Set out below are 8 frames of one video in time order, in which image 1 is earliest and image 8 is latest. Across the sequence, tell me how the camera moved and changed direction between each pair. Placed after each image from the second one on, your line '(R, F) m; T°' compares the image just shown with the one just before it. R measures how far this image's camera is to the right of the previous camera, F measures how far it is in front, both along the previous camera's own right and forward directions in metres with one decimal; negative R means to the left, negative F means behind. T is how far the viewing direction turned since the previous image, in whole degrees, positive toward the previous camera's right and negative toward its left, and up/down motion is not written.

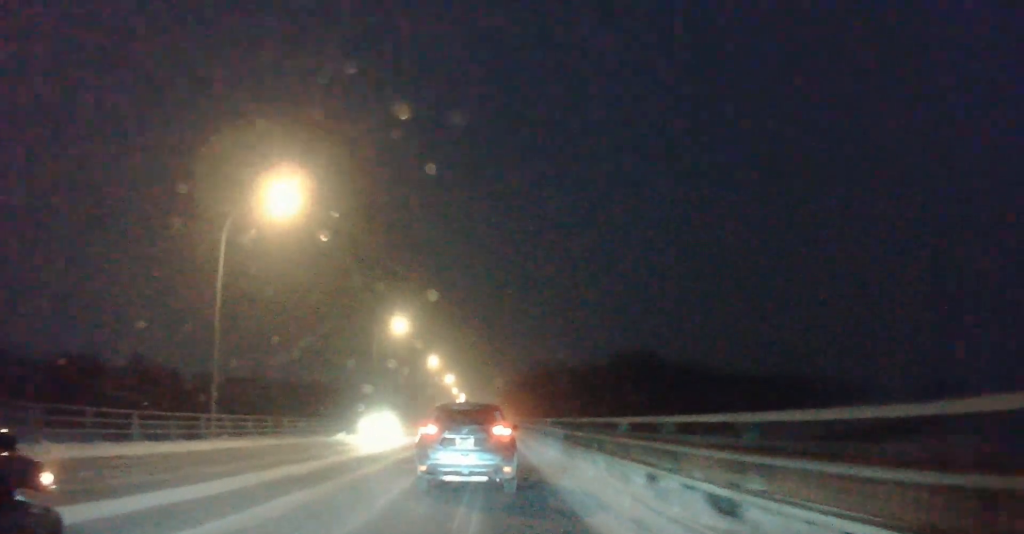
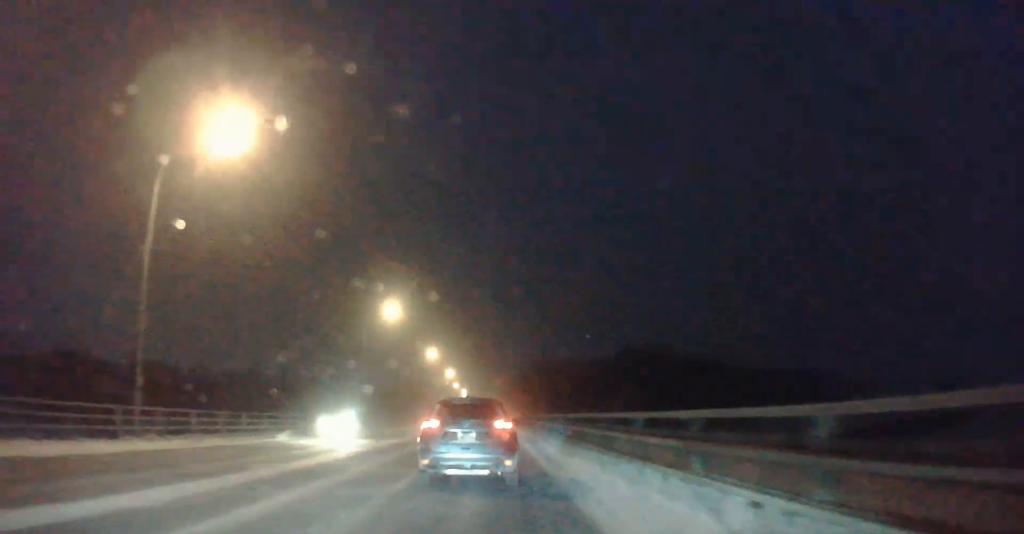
(0.0, +7.1) m; 0°
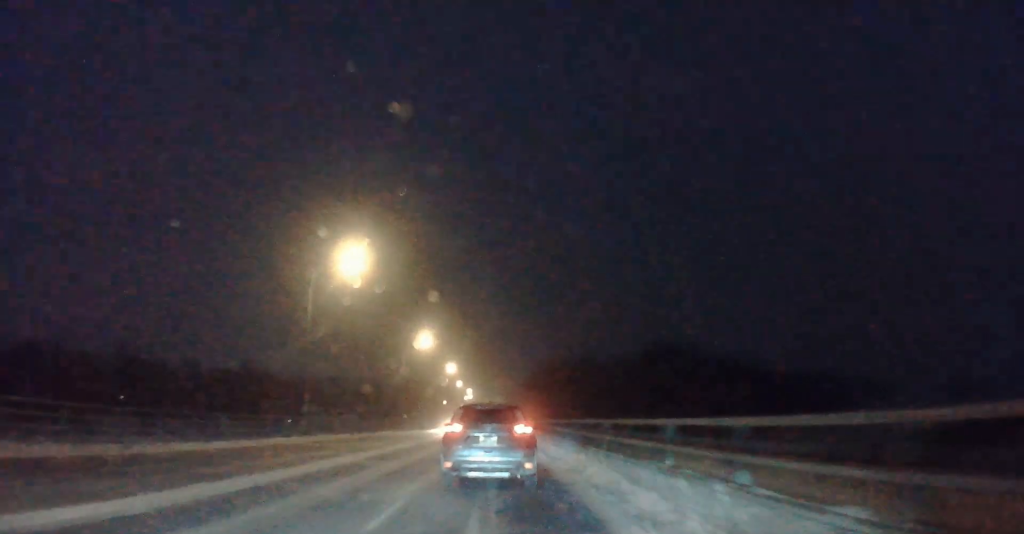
(-0.1, +22.0) m; 0°
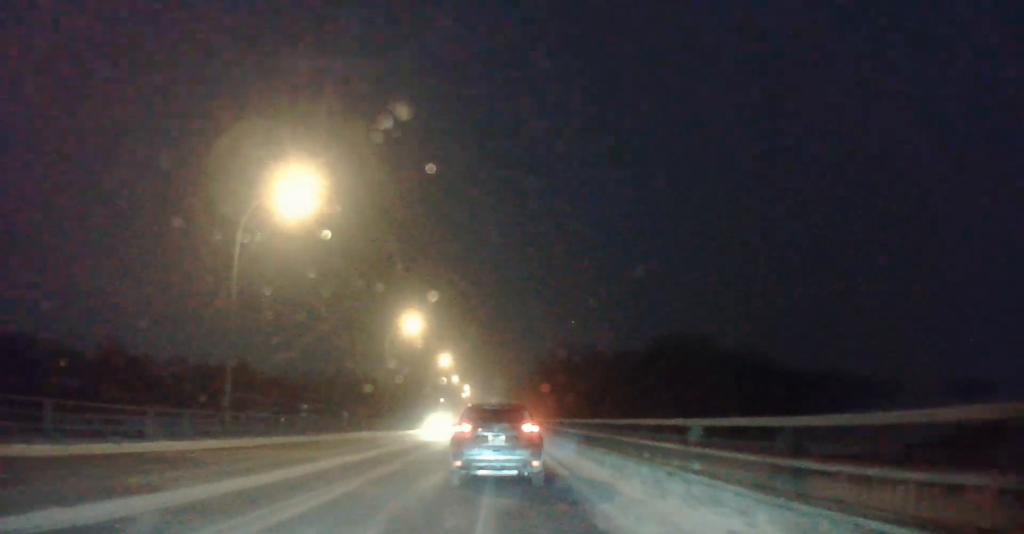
(0.0, +12.3) m; 0°
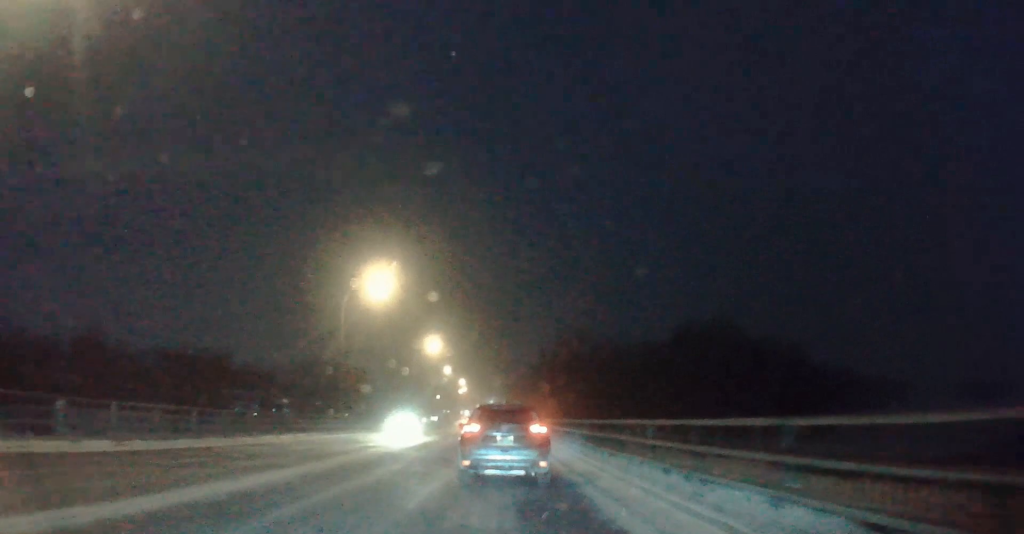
(-0.1, +20.4) m; 0°
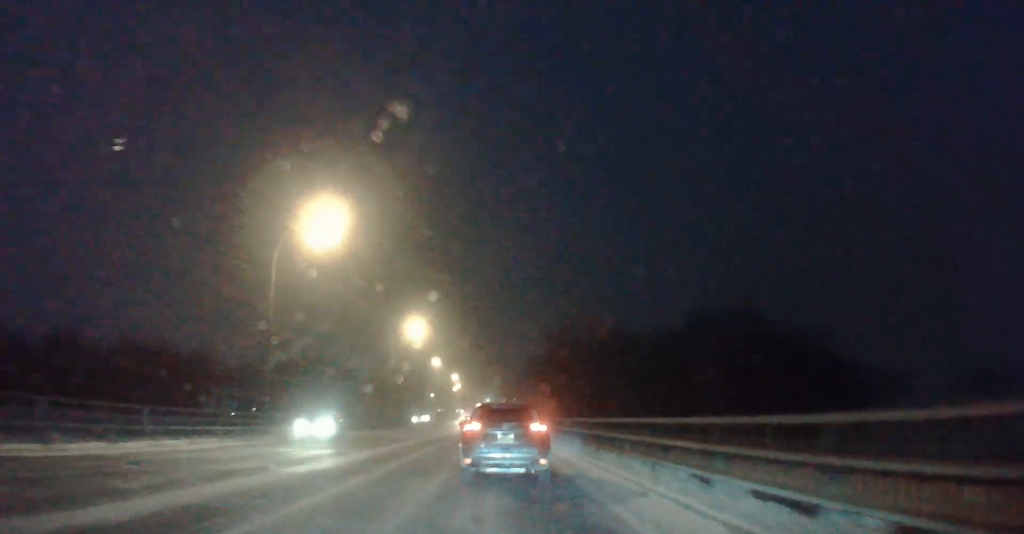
(+0.1, +15.9) m; +2°
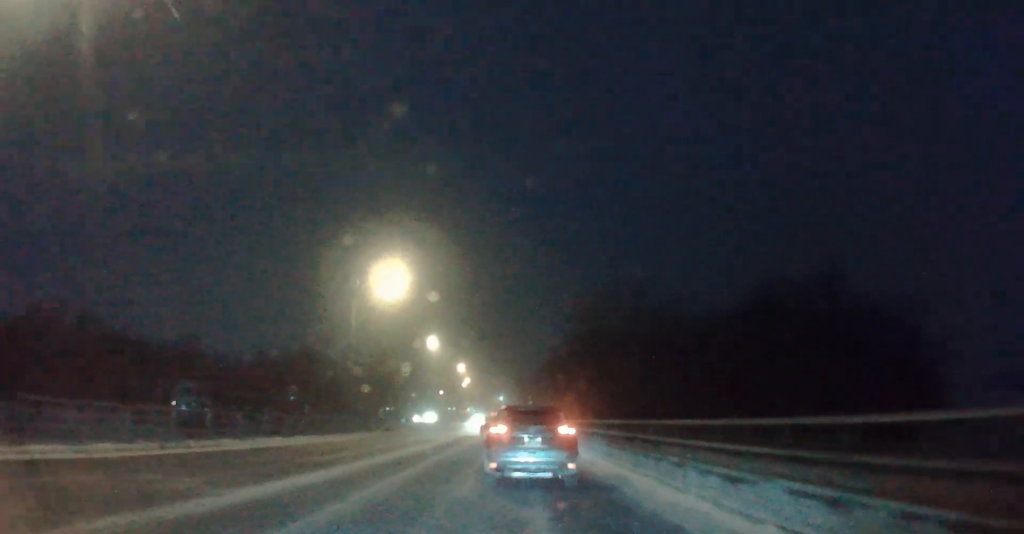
(+0.5, +26.2) m; 0°
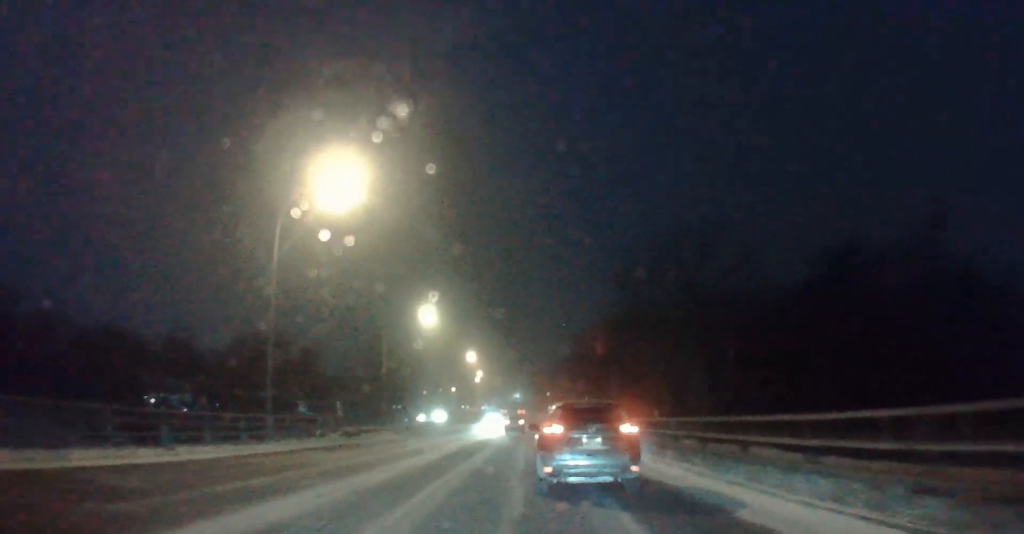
(-0.4, +20.1) m; -1°
